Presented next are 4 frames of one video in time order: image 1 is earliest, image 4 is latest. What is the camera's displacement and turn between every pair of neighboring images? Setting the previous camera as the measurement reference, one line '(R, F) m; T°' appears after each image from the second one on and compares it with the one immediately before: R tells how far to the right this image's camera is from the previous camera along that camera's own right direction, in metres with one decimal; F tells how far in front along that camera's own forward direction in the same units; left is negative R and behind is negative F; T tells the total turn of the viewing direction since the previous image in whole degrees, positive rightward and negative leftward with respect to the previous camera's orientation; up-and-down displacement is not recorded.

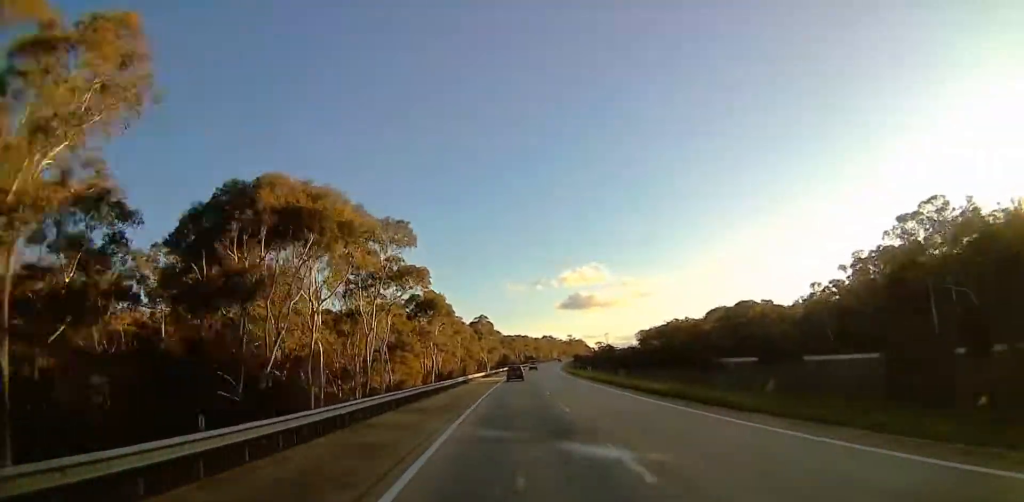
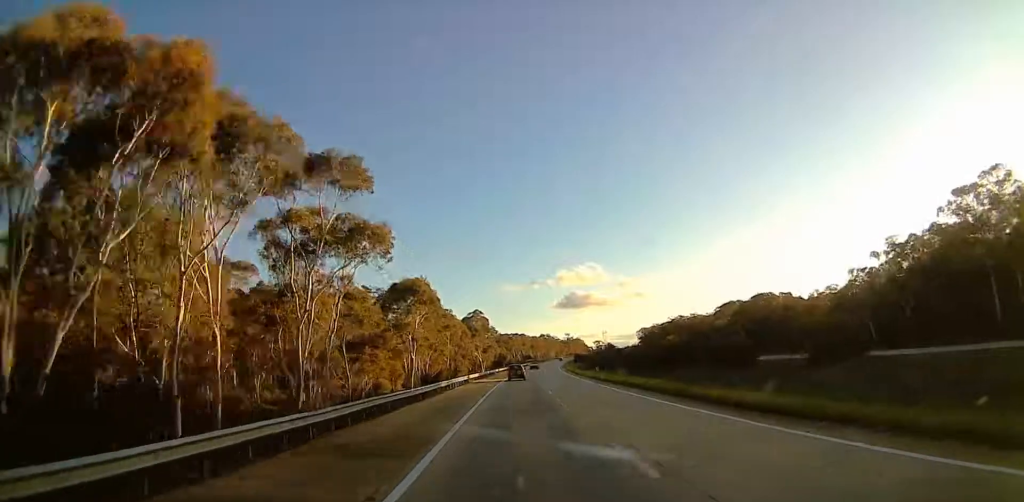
(0.0, +10.1) m; 0°
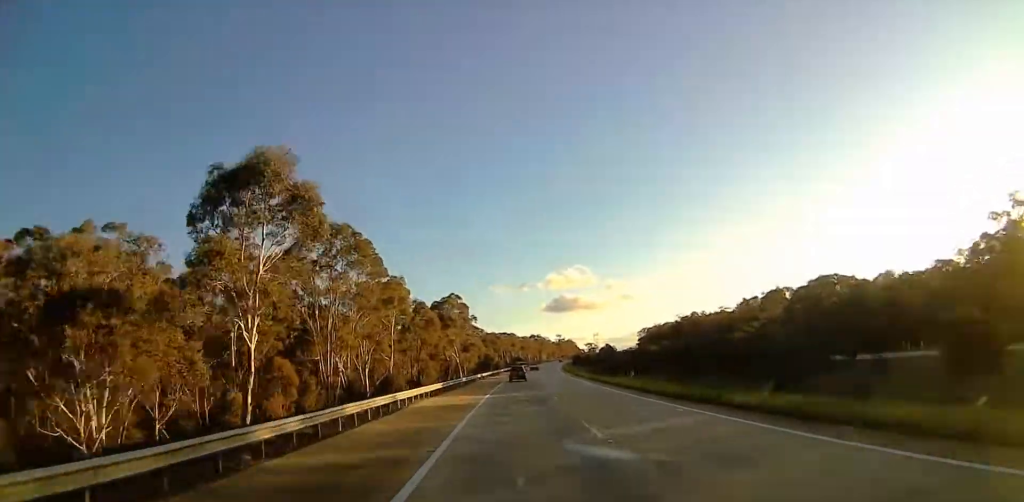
(+0.1, +26.5) m; +1°
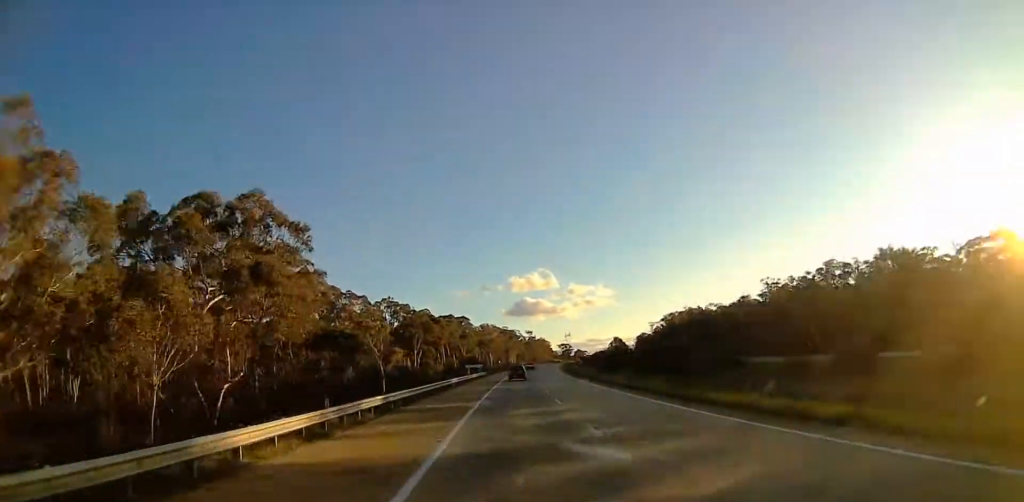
(+2.3, +106.1) m; +2°
